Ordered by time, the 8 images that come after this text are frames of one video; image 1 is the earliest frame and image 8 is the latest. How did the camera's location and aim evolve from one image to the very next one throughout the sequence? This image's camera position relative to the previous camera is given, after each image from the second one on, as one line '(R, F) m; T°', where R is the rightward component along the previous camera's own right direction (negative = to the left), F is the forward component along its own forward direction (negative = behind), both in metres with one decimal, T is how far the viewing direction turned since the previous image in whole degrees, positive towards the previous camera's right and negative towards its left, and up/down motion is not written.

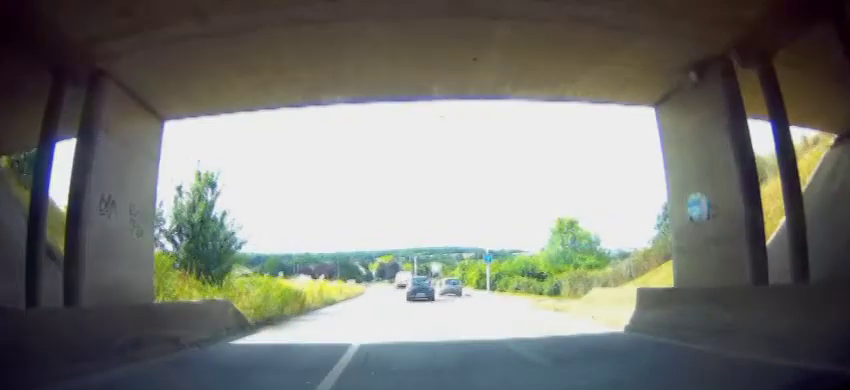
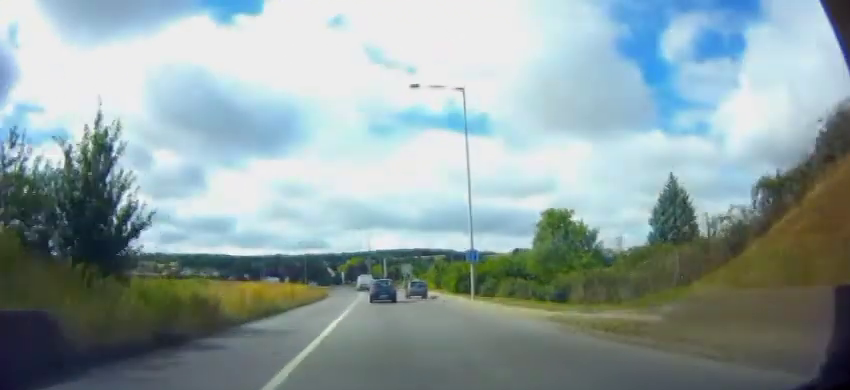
(+0.4, +7.5) m; +5°
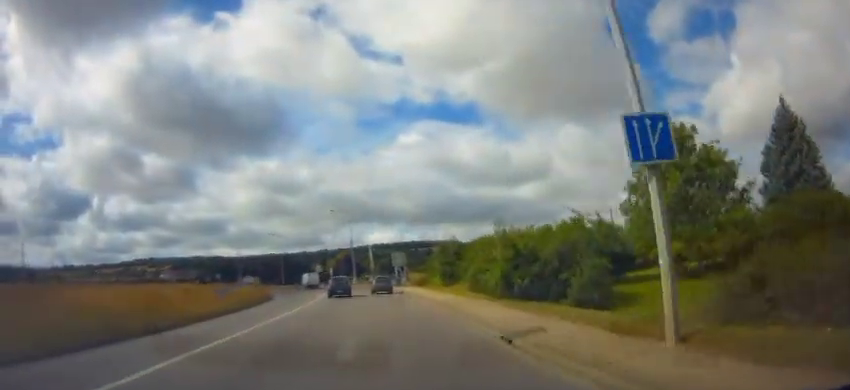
(+0.9, +25.3) m; -3°
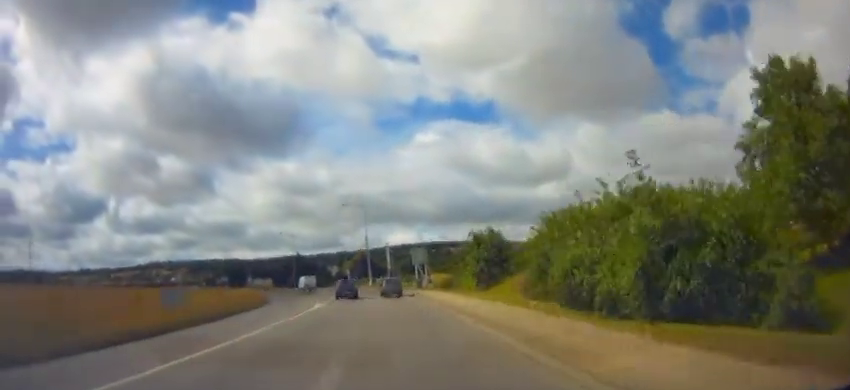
(-0.3, +9.1) m; -1°
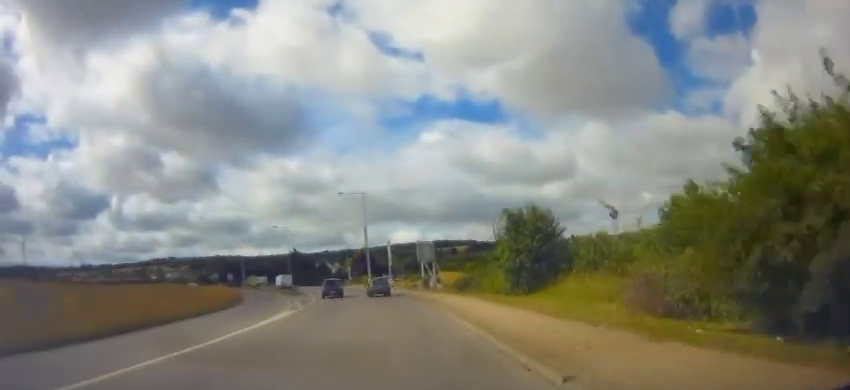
(+0.1, +9.6) m; -1°
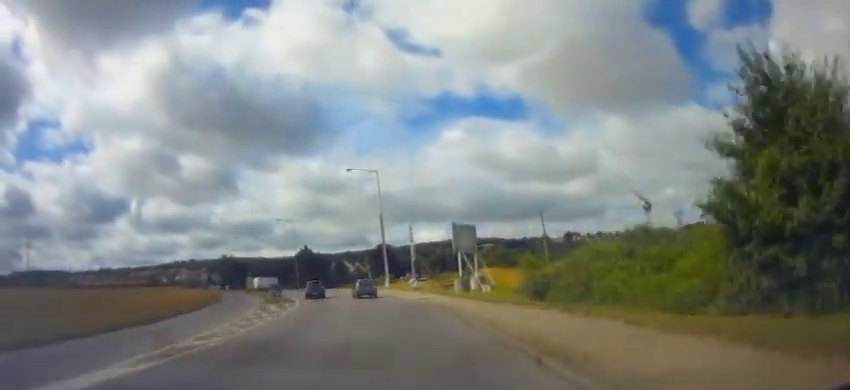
(-0.3, +15.6) m; -4°
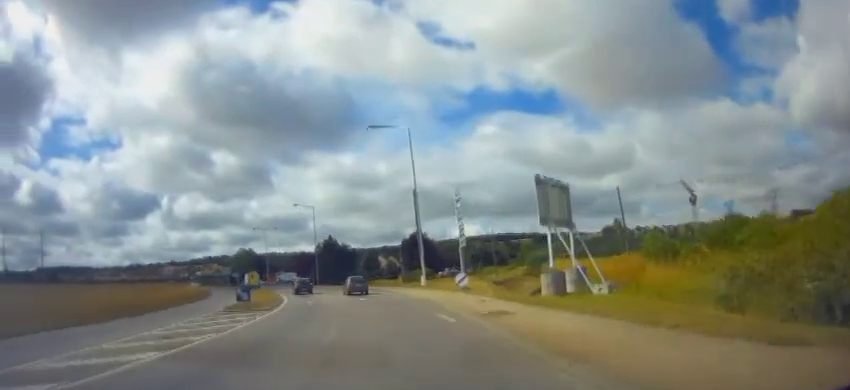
(-0.7, +15.1) m; -5°
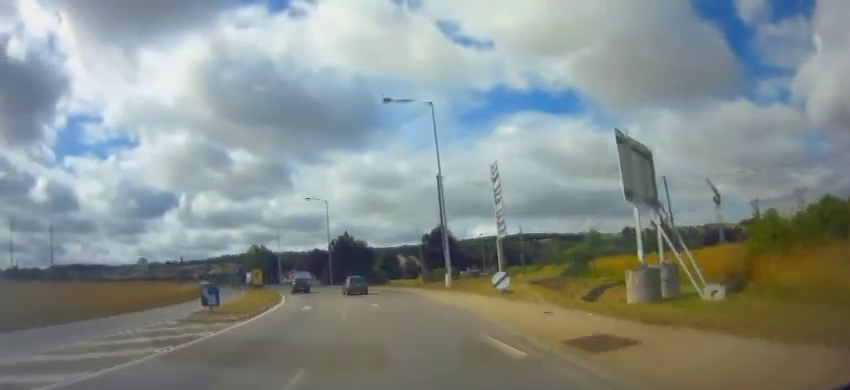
(-0.2, +6.3) m; -2°
